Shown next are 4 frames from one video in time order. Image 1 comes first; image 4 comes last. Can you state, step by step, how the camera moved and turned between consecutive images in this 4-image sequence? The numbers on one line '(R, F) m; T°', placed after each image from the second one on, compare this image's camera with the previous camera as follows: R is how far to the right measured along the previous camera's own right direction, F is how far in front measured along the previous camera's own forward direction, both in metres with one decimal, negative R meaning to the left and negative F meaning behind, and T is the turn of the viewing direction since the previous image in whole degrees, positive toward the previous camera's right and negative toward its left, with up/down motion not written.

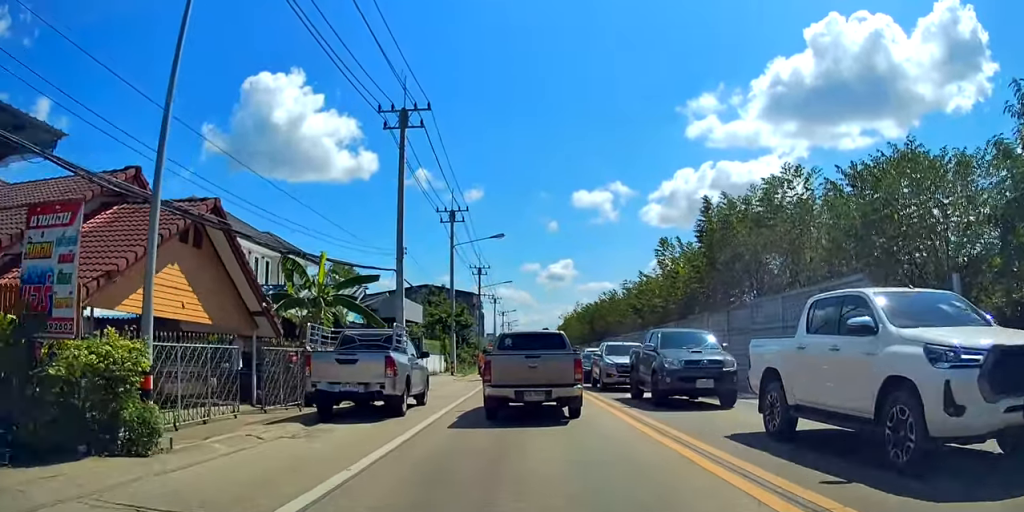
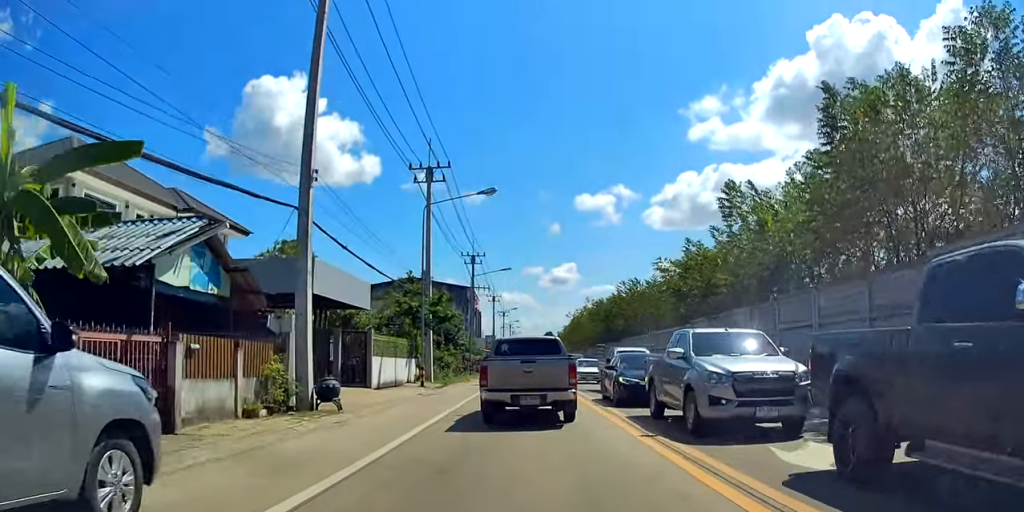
(+0.2, +11.8) m; -1°
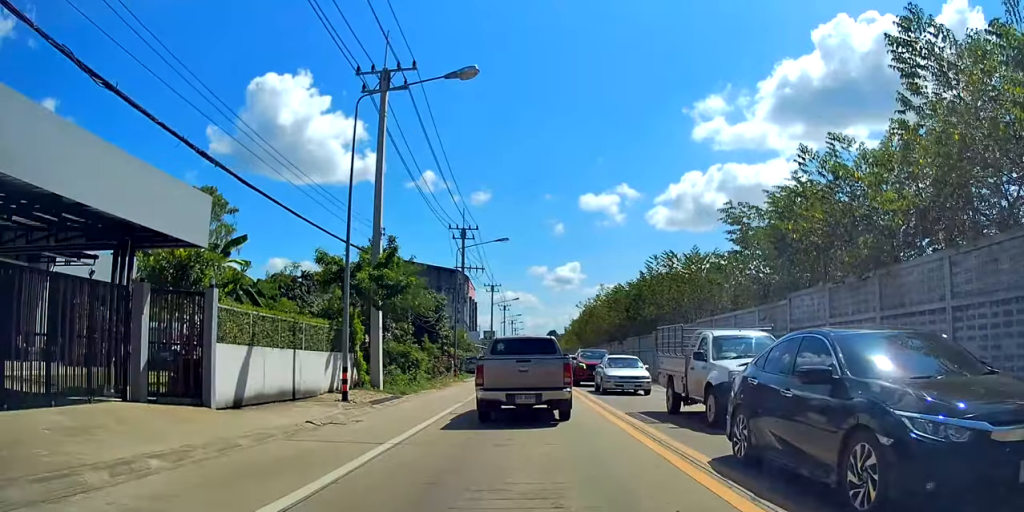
(+0.4, +12.2) m; +6°
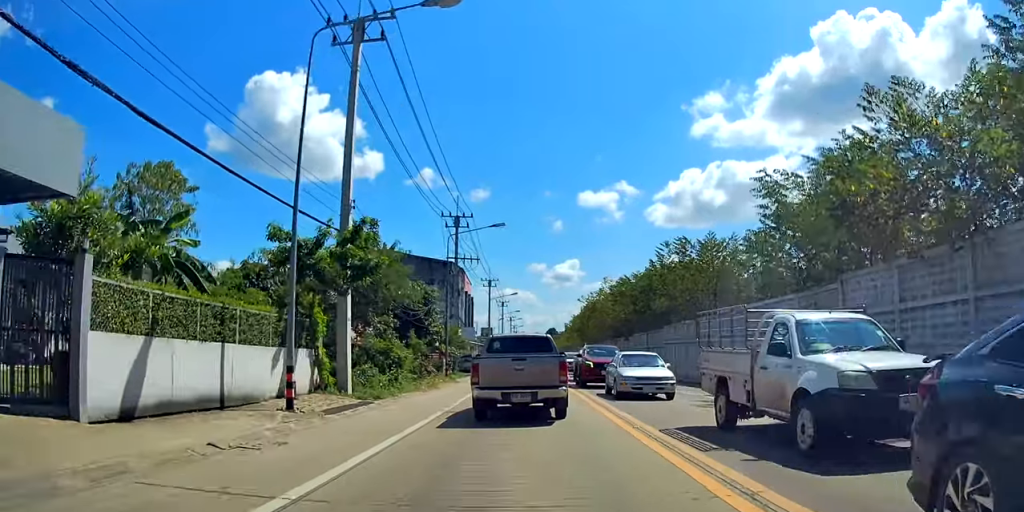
(0.0, +3.6) m; -3°
